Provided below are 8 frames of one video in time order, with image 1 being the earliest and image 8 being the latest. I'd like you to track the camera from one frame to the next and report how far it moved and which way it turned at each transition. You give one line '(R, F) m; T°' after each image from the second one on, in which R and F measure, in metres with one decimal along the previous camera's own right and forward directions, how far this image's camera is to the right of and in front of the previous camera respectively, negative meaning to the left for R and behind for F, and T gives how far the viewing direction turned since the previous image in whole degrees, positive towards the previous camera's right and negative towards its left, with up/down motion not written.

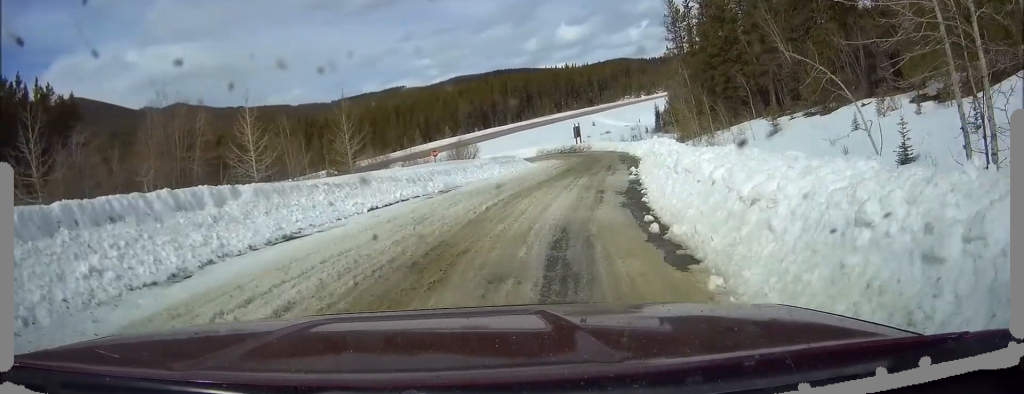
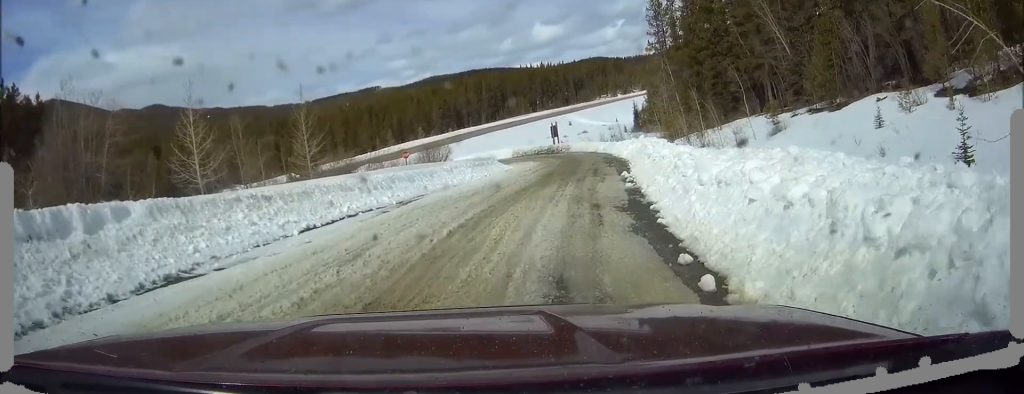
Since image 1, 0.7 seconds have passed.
(0.0, +3.5) m; +4°
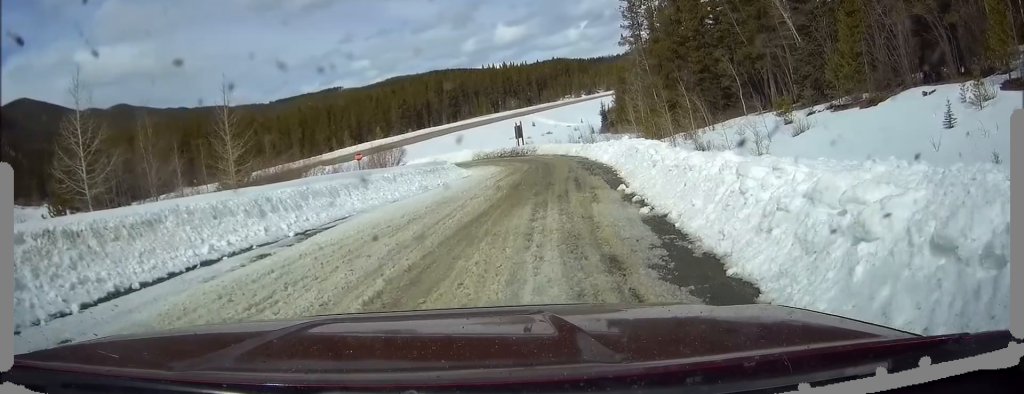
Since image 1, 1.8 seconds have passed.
(+0.5, +6.0) m; +8°
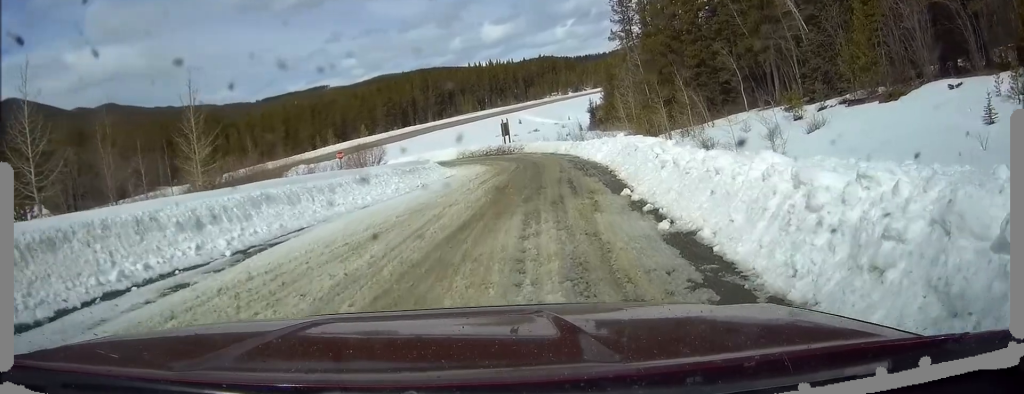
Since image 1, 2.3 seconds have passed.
(+0.1, +2.4) m; +3°
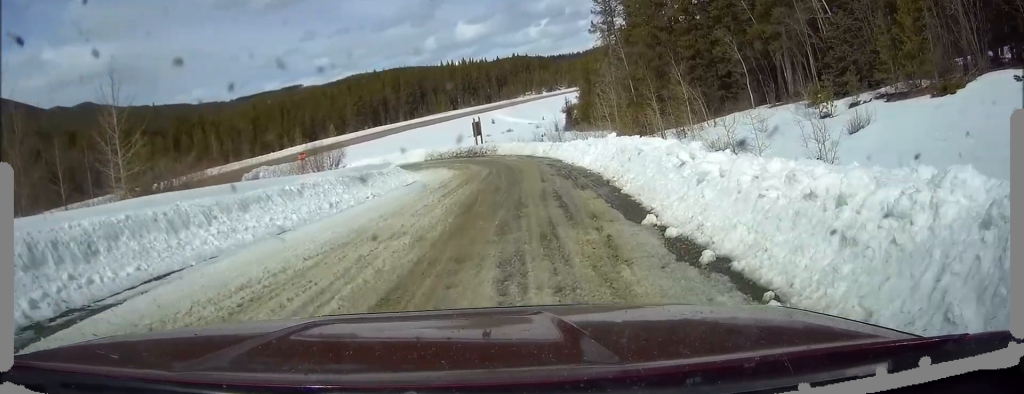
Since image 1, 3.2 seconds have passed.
(+0.2, +4.8) m; +5°
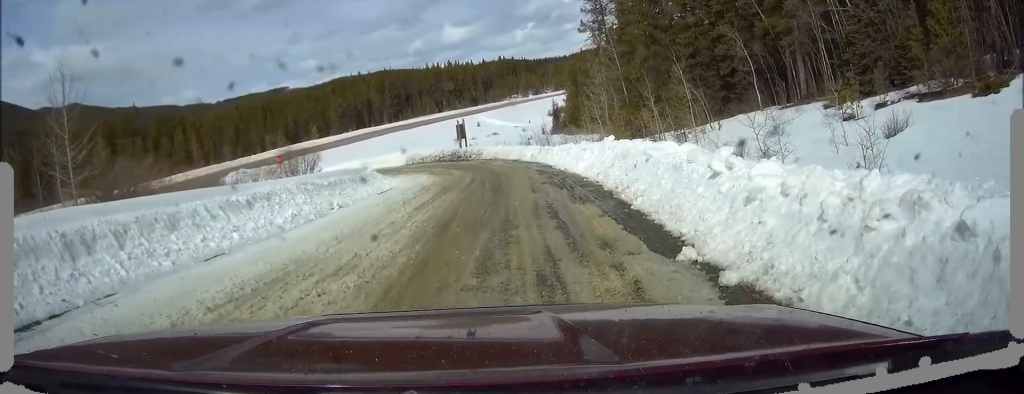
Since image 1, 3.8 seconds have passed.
(+0.2, +2.8) m; +2°
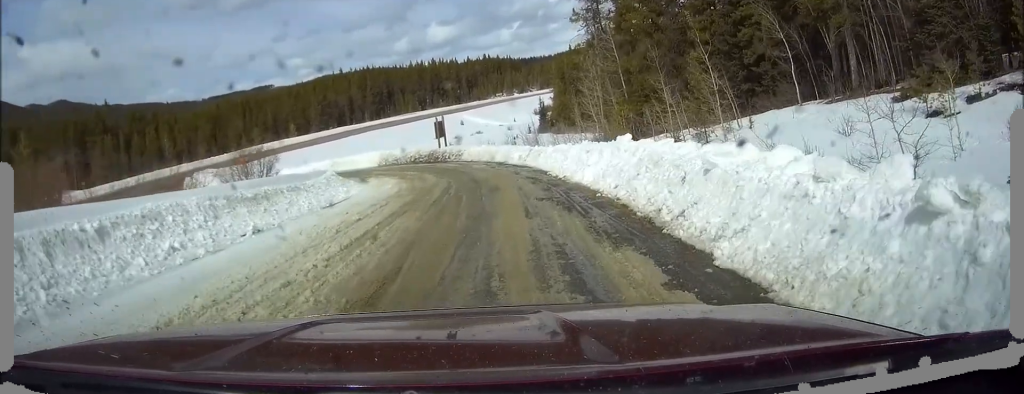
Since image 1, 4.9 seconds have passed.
(0.0, +5.8) m; -2°
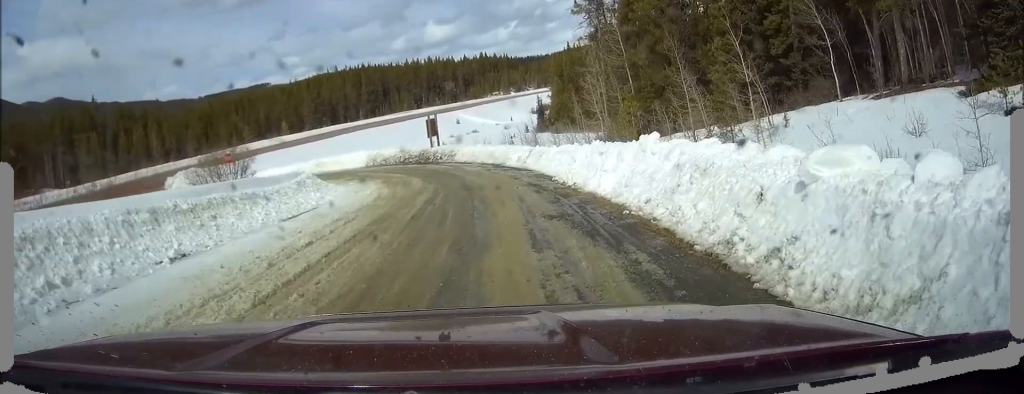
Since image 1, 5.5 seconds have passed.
(-0.1, +3.6) m; -2°
